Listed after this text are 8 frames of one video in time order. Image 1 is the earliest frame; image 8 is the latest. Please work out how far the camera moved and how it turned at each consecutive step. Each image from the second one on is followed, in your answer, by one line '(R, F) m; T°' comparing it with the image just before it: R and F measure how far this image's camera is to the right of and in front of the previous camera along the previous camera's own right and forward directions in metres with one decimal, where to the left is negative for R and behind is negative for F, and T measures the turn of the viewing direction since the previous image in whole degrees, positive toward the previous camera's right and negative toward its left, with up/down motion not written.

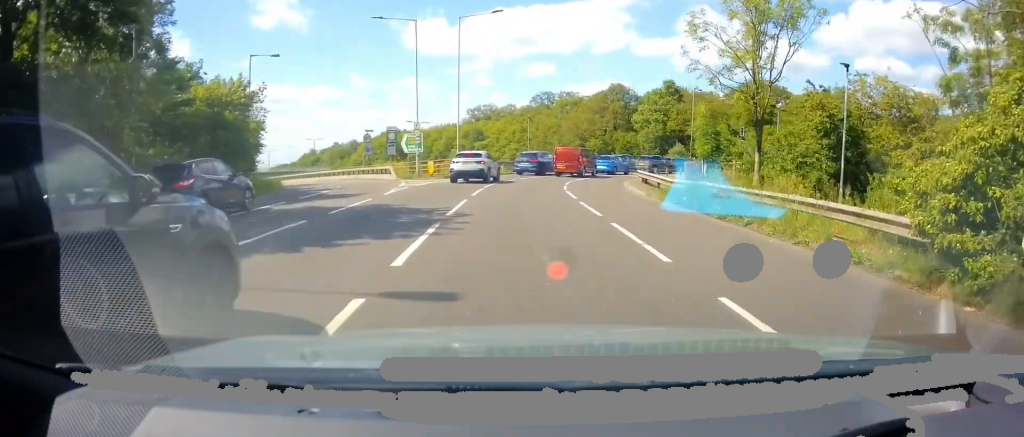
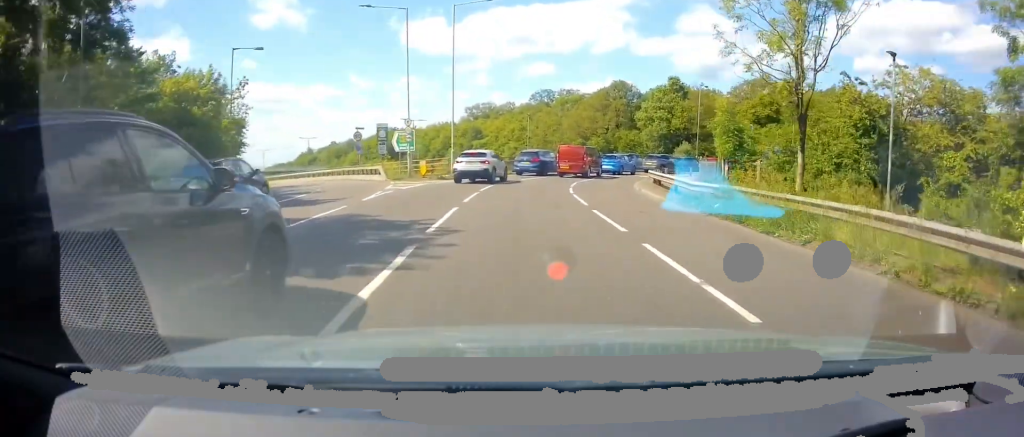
(0.0, +2.8) m; 0°
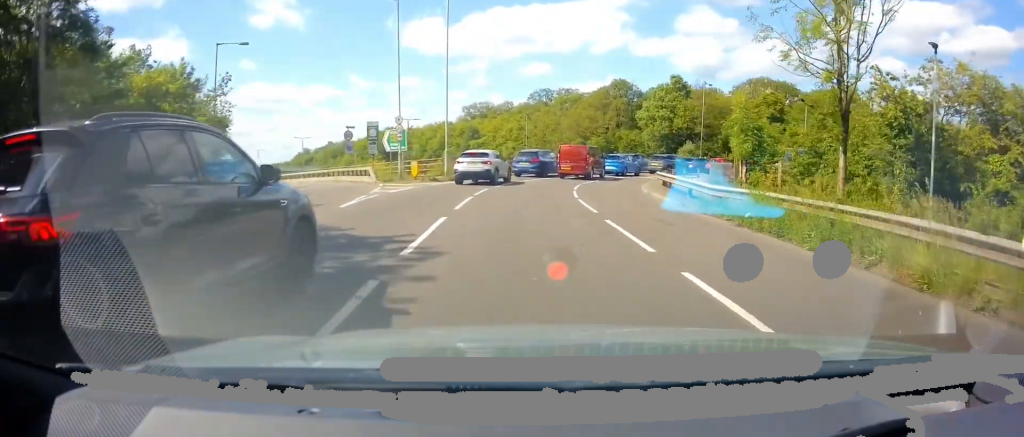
(+0.1, +2.2) m; -1°
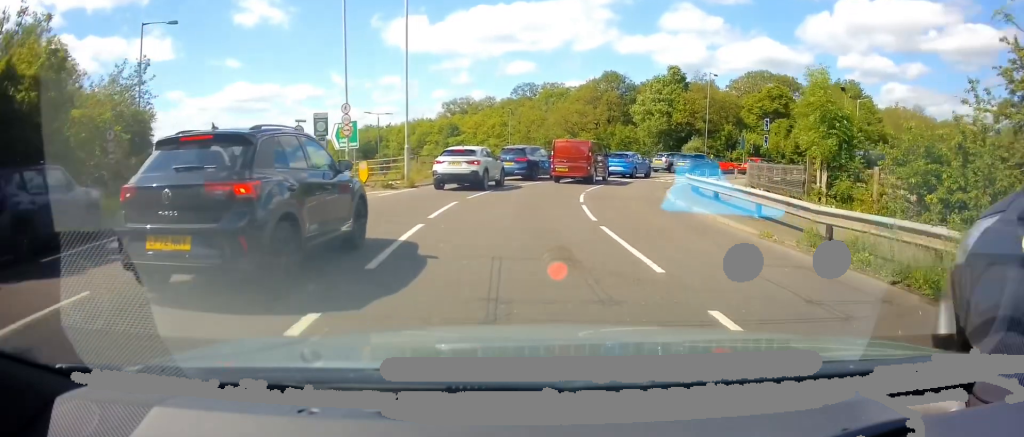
(-0.4, +7.5) m; -2°
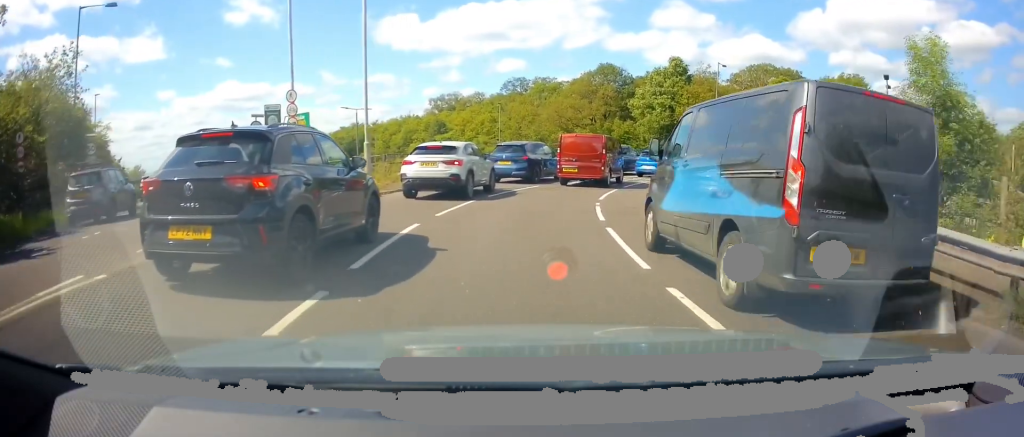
(+0.4, +5.3) m; +5°
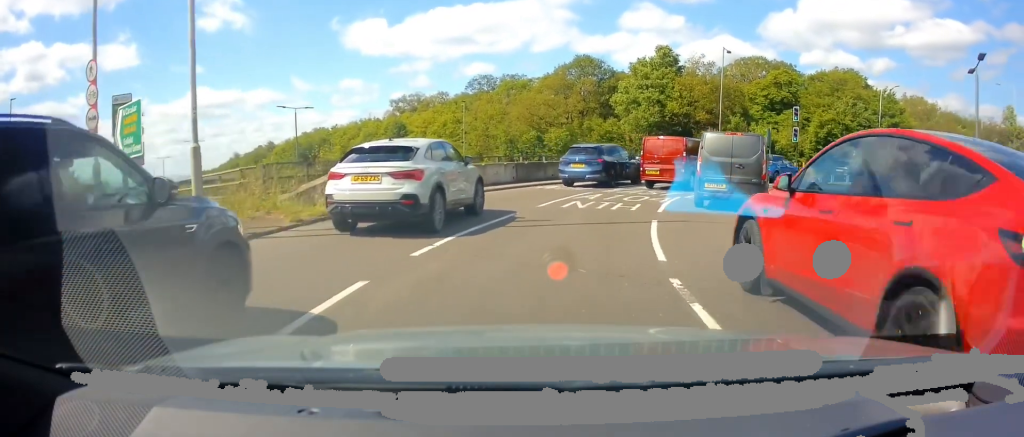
(+0.2, +9.1) m; +2°
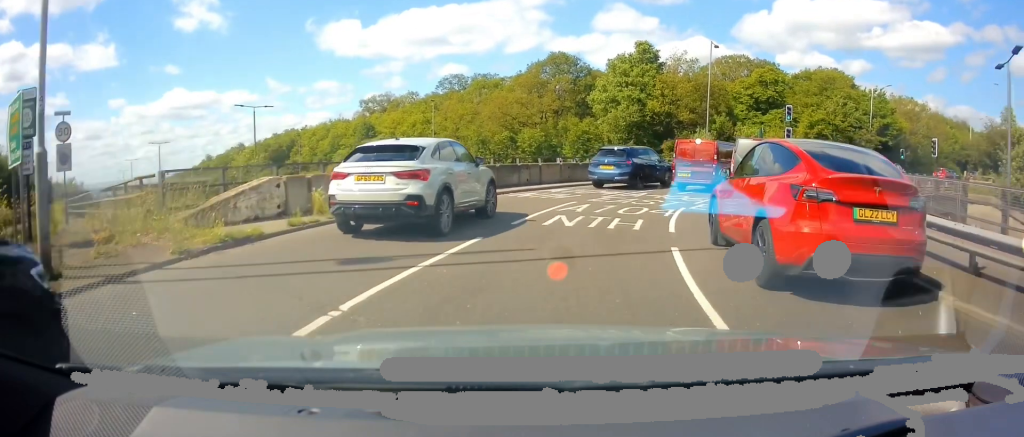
(-0.1, +3.3) m; +3°
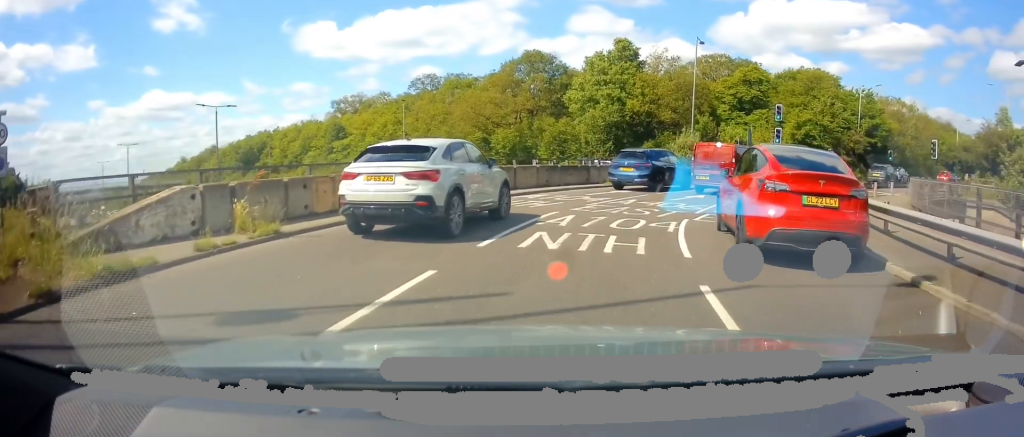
(-0.2, +2.4) m; +3°
